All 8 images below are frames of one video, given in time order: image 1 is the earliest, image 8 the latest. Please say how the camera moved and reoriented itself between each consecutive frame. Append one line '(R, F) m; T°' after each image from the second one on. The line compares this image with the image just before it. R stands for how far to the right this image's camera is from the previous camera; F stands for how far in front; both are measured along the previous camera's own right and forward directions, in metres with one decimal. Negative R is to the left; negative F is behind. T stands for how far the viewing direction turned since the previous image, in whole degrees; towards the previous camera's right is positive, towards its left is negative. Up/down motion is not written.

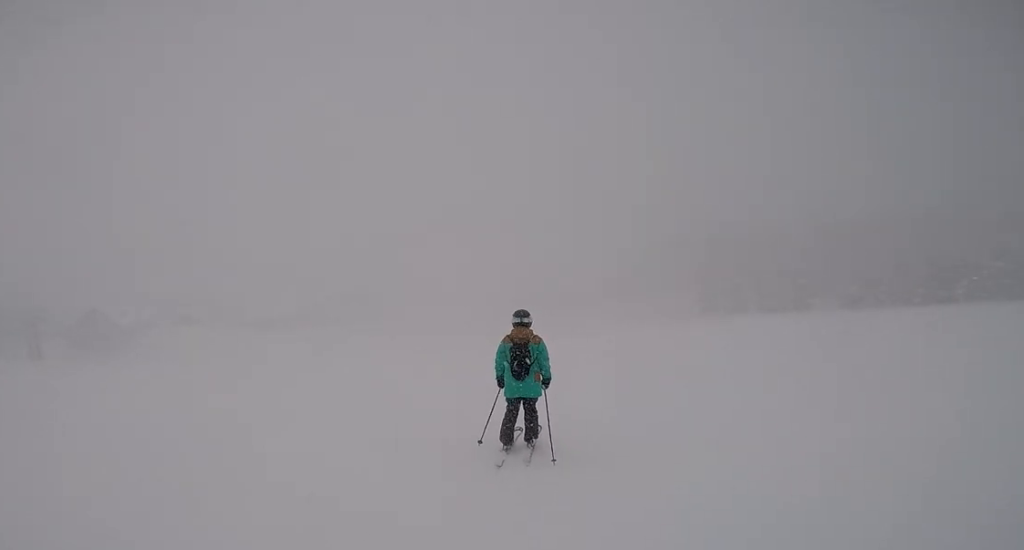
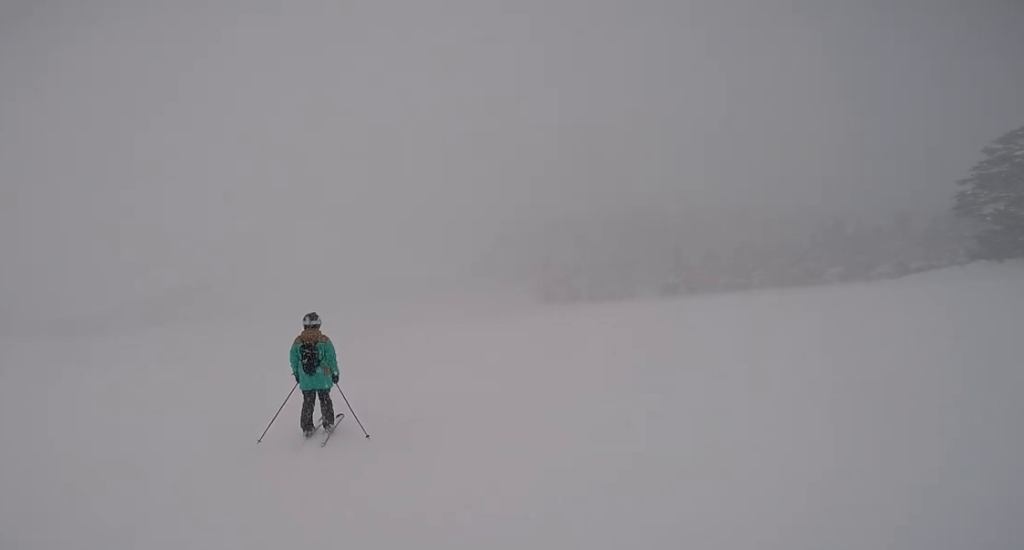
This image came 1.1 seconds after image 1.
(+0.1, +4.9) m; +4°
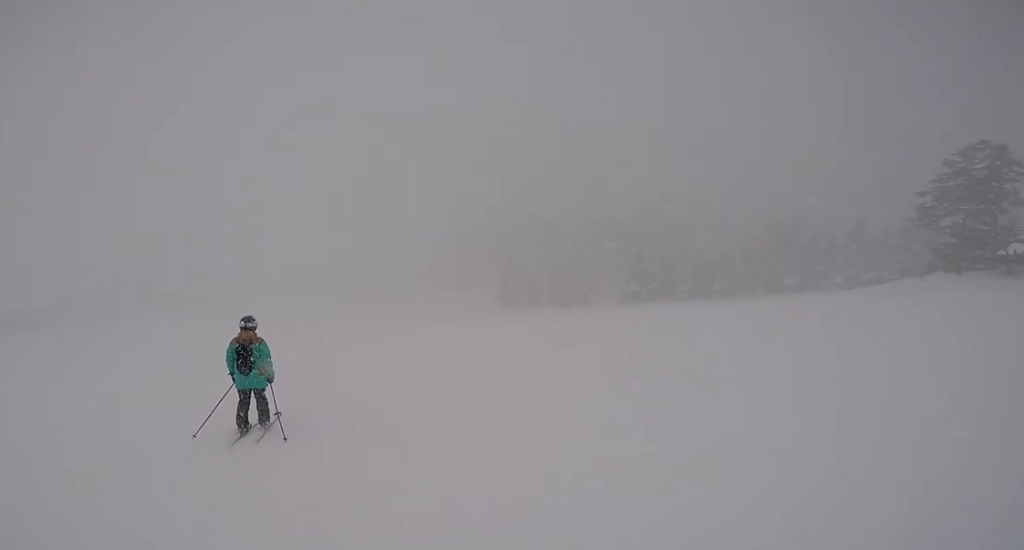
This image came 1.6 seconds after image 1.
(+0.6, +2.1) m; 0°
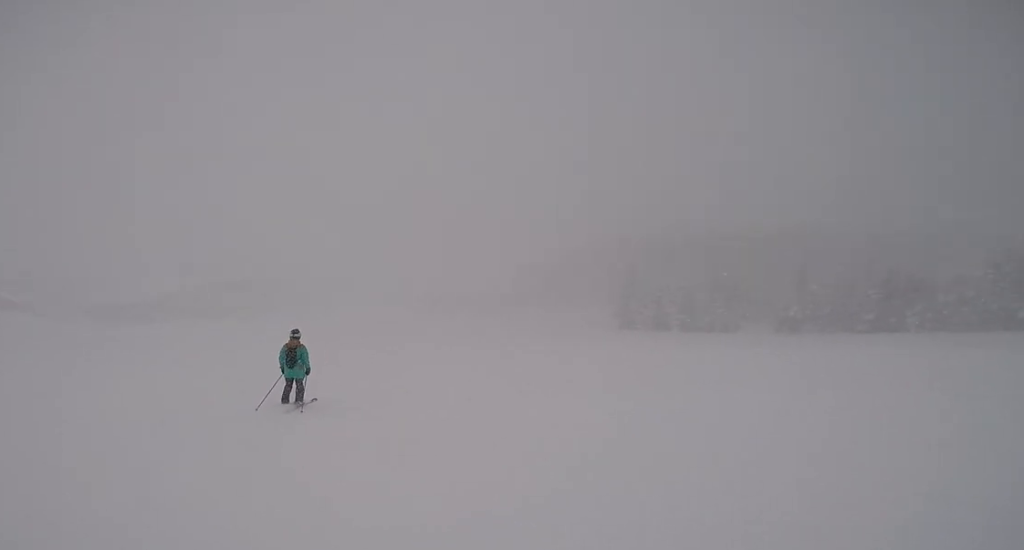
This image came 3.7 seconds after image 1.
(-1.9, +11.5) m; -6°
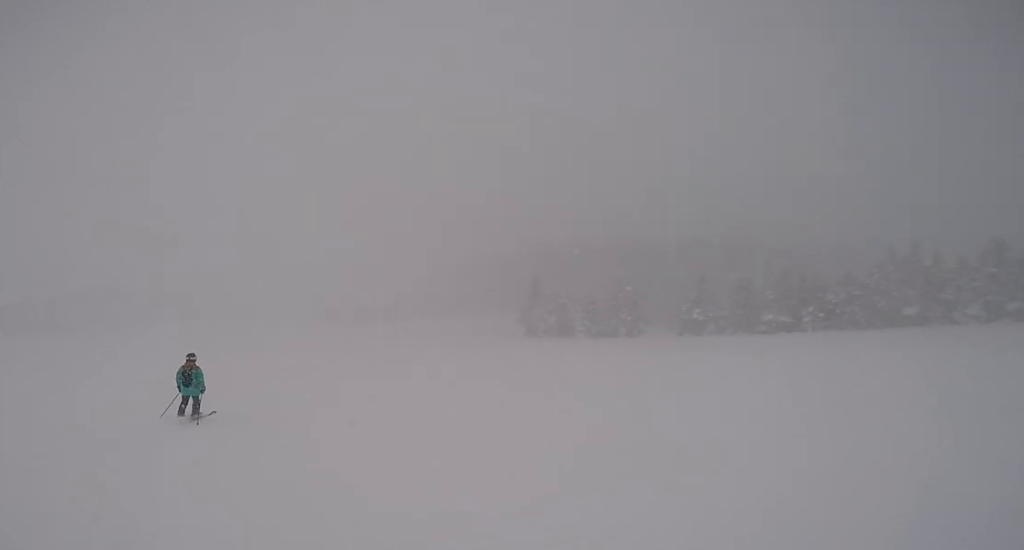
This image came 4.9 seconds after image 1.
(0.0, +7.8) m; -2°
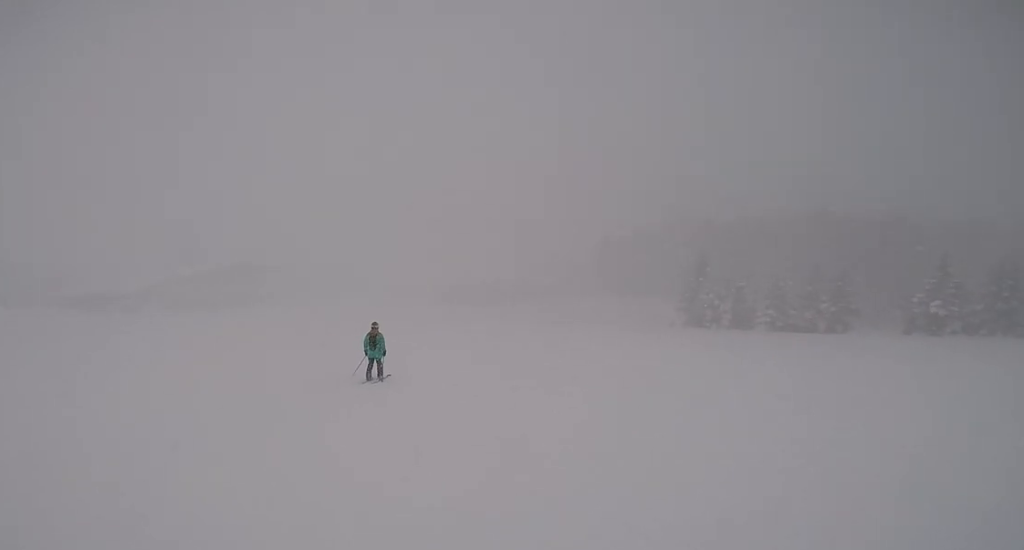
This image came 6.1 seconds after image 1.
(-0.7, +8.6) m; -7°
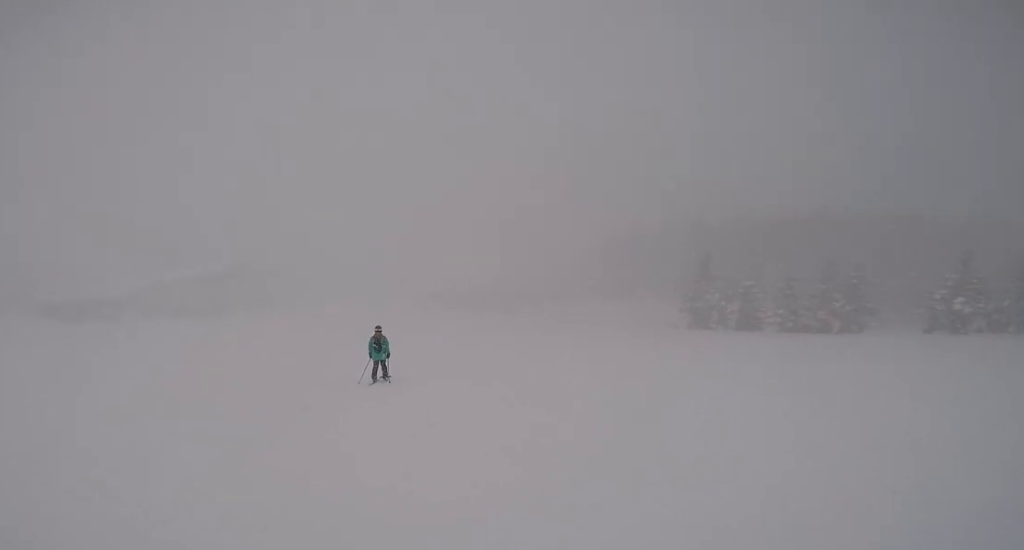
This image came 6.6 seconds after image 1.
(-0.6, +4.2) m; 0°
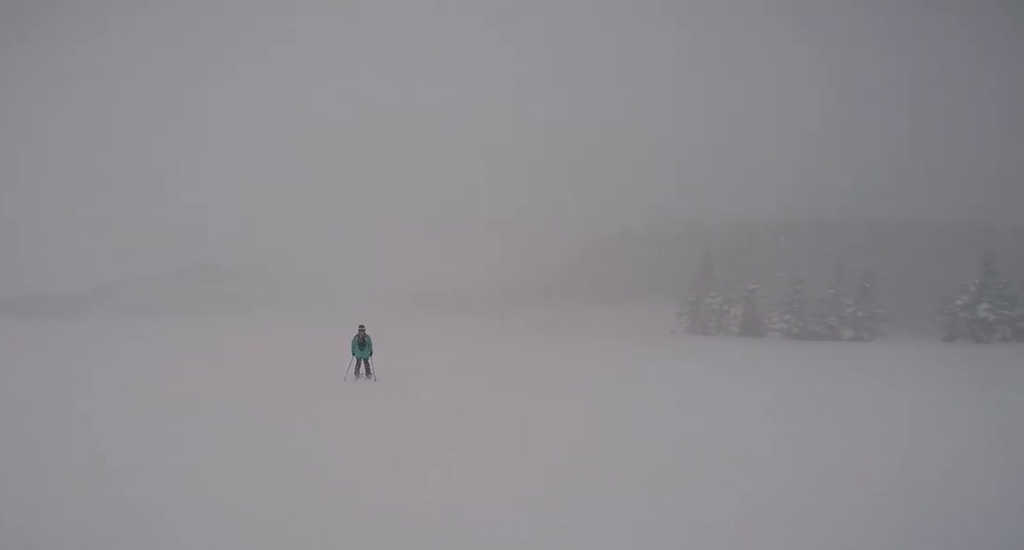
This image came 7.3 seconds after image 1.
(+0.6, +5.4) m; -1°
